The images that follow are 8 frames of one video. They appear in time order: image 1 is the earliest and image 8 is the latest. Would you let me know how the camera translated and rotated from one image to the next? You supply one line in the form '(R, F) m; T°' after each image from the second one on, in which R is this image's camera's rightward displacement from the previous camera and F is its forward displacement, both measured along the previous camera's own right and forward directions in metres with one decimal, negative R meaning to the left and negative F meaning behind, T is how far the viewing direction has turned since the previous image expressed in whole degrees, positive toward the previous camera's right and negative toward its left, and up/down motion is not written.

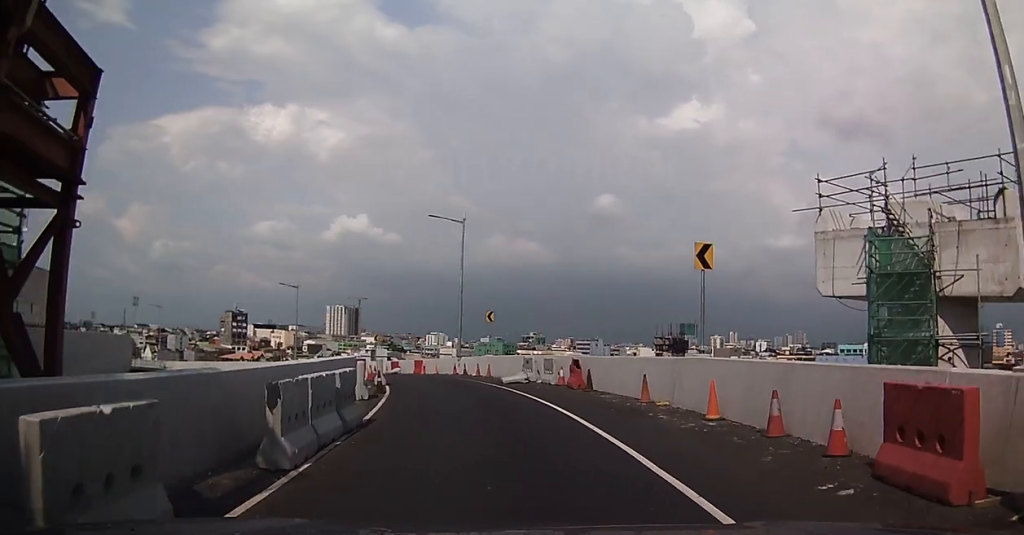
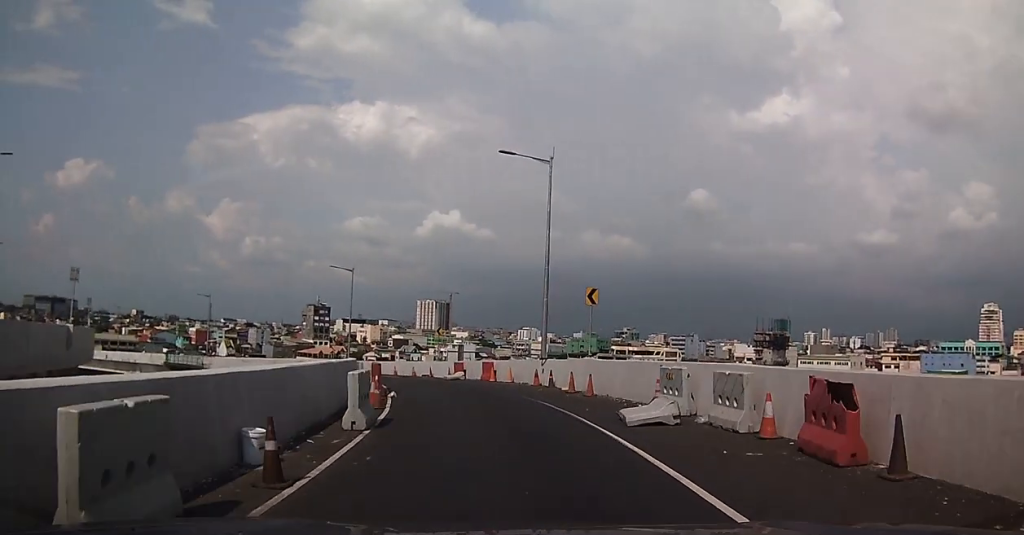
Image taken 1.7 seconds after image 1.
(-2.8, +13.2) m; -15°
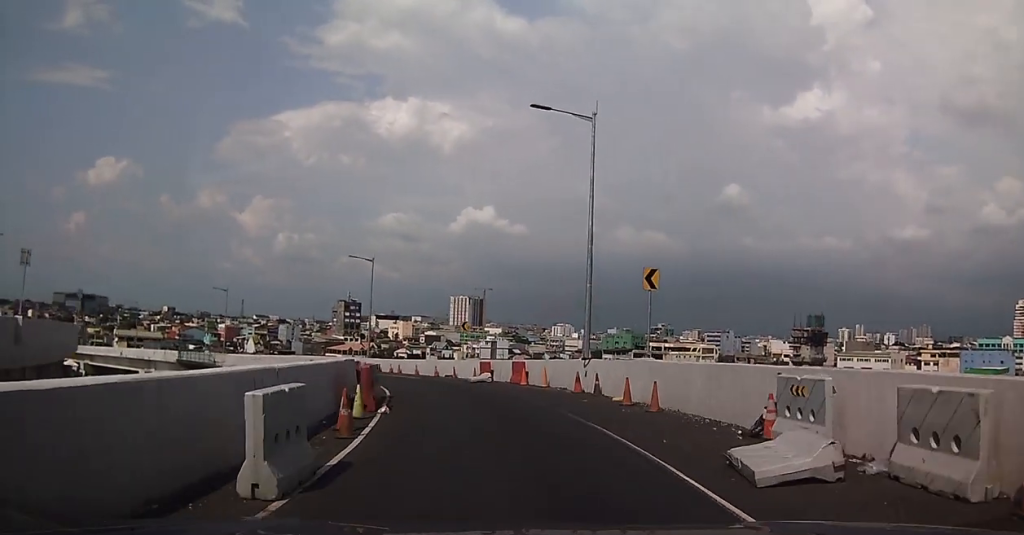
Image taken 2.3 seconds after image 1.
(+0.1, +5.1) m; +5°
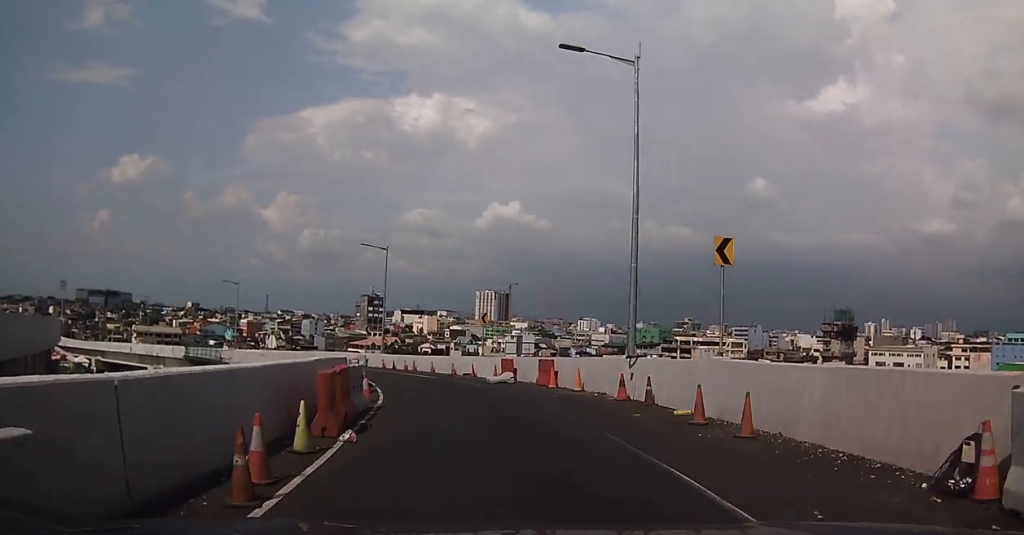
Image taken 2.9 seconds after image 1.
(+0.2, +4.4) m; +1°
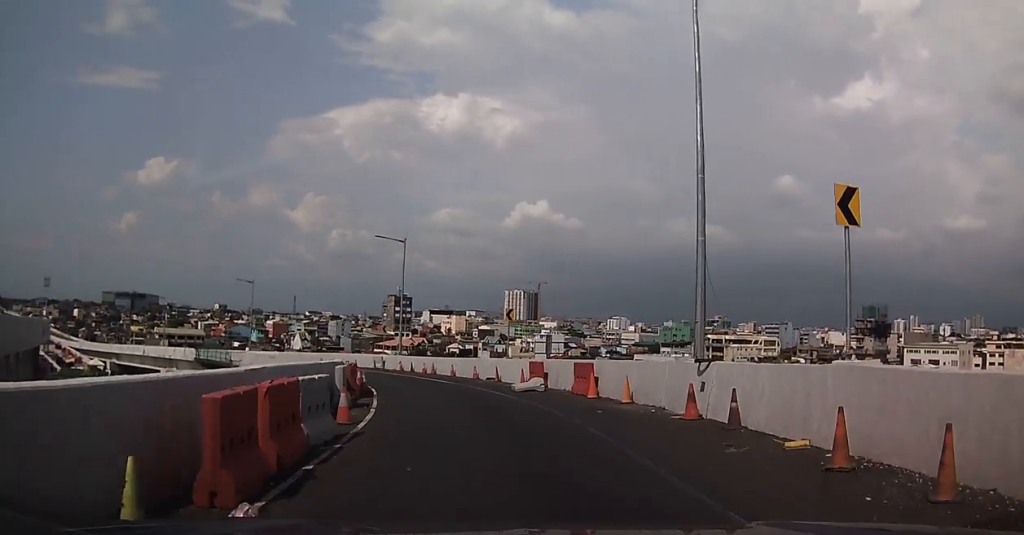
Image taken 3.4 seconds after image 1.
(+0.4, +4.2) m; -1°
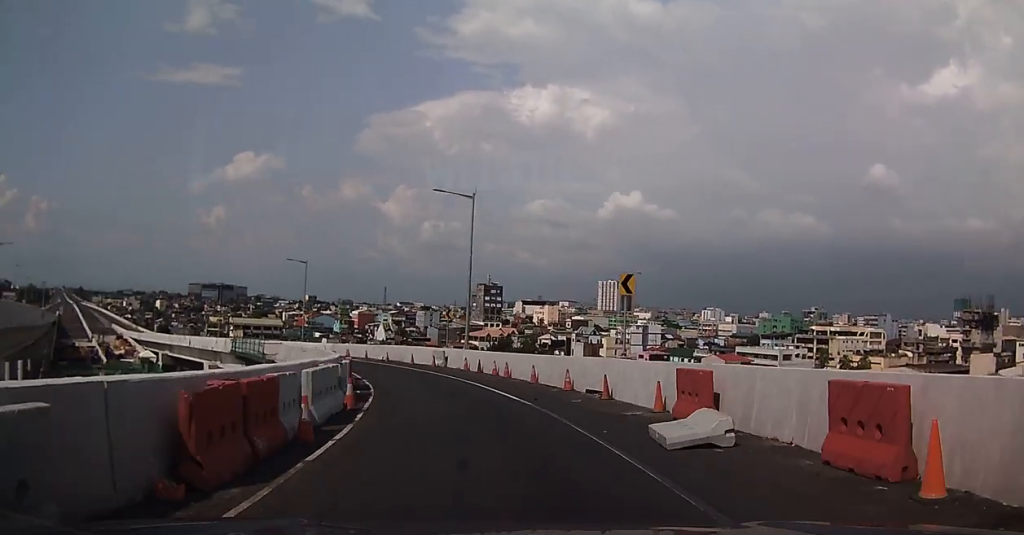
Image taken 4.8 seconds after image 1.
(-0.7, +12.8) m; -3°
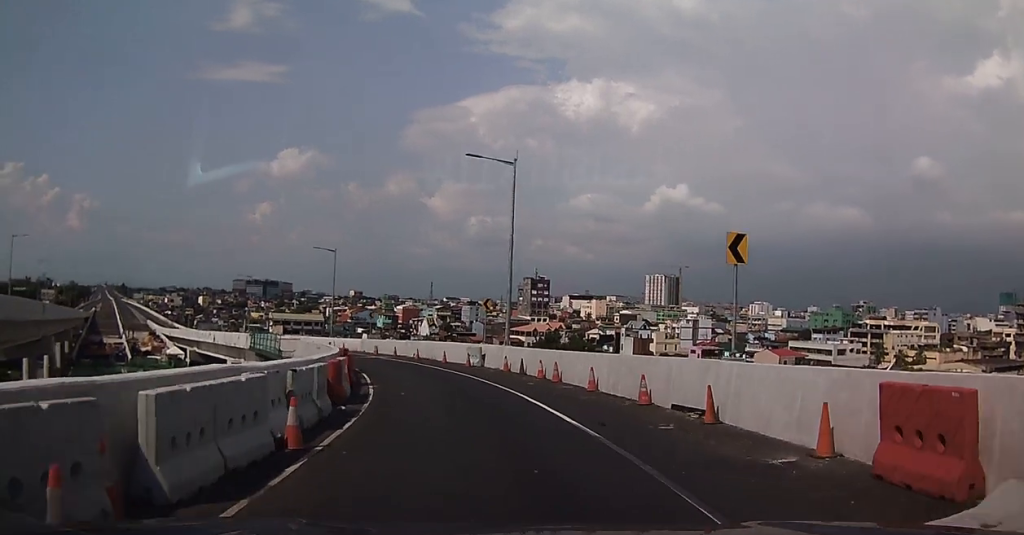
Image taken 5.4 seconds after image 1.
(+0.5, +6.1) m; -2°
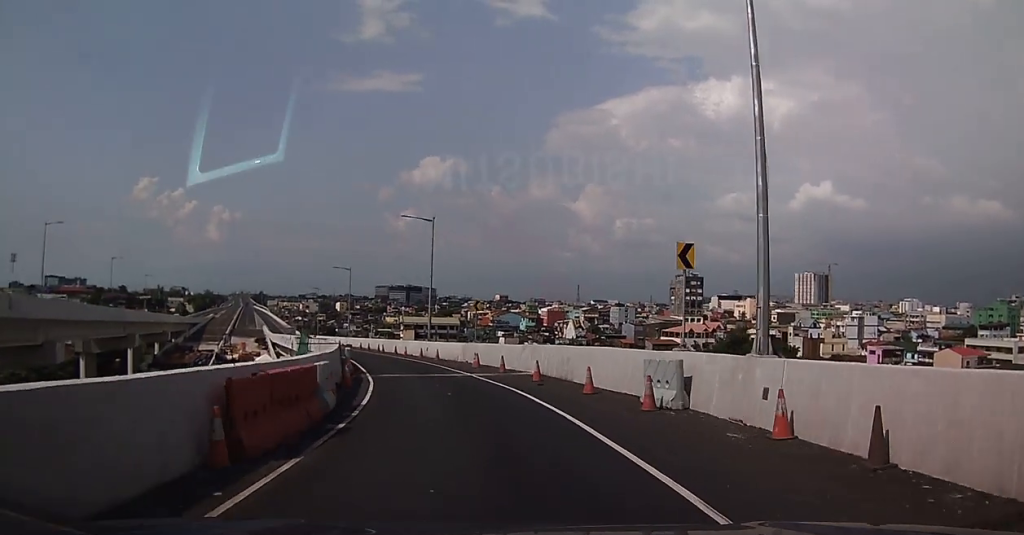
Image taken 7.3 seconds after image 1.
(-3.8, +19.7) m; -18°
